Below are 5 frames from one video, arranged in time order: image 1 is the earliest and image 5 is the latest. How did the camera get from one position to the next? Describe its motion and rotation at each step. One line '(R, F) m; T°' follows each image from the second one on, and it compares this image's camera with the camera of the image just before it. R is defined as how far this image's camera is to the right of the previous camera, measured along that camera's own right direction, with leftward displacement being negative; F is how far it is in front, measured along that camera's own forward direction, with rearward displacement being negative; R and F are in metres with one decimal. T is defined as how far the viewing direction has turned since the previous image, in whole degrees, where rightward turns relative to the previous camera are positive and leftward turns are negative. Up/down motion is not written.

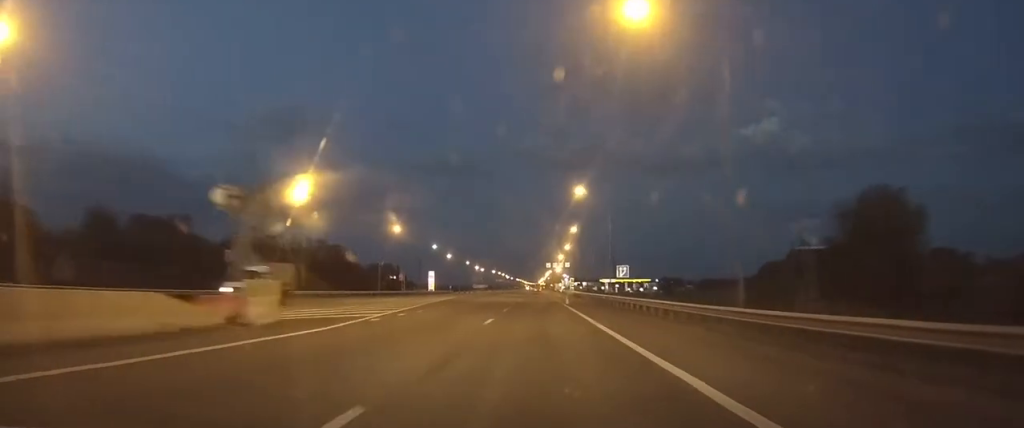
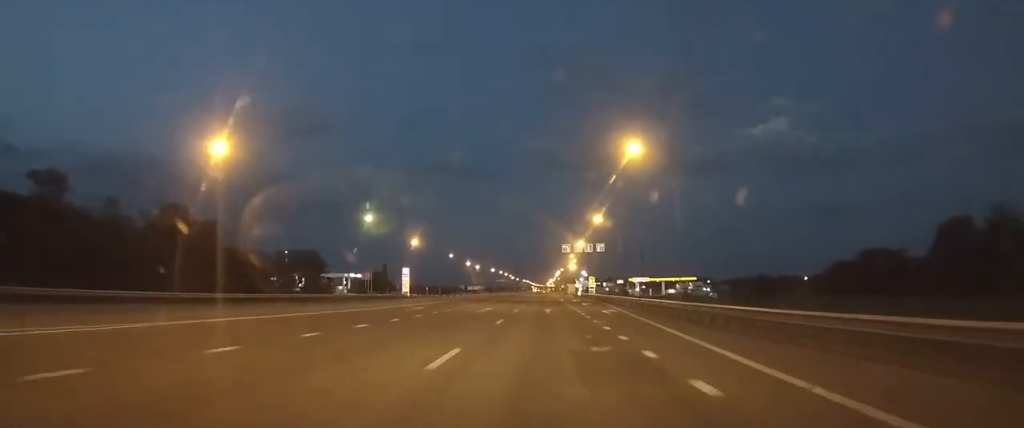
(+0.1, +63.6) m; 0°
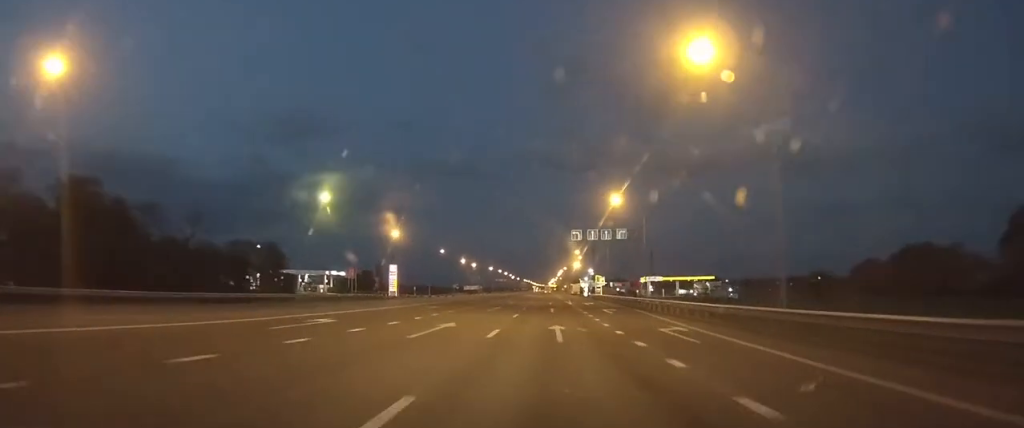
(-0.1, +16.9) m; 0°
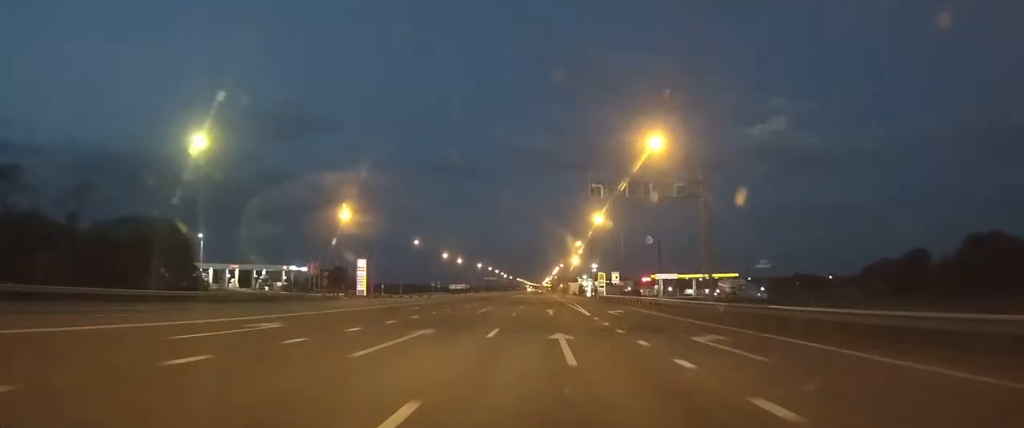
(+0.1, +20.1) m; 0°
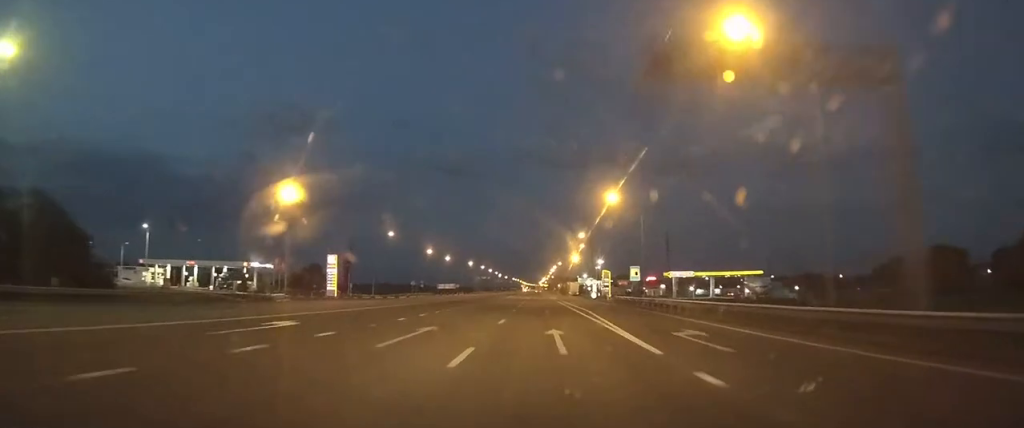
(0.0, +15.3) m; 0°
